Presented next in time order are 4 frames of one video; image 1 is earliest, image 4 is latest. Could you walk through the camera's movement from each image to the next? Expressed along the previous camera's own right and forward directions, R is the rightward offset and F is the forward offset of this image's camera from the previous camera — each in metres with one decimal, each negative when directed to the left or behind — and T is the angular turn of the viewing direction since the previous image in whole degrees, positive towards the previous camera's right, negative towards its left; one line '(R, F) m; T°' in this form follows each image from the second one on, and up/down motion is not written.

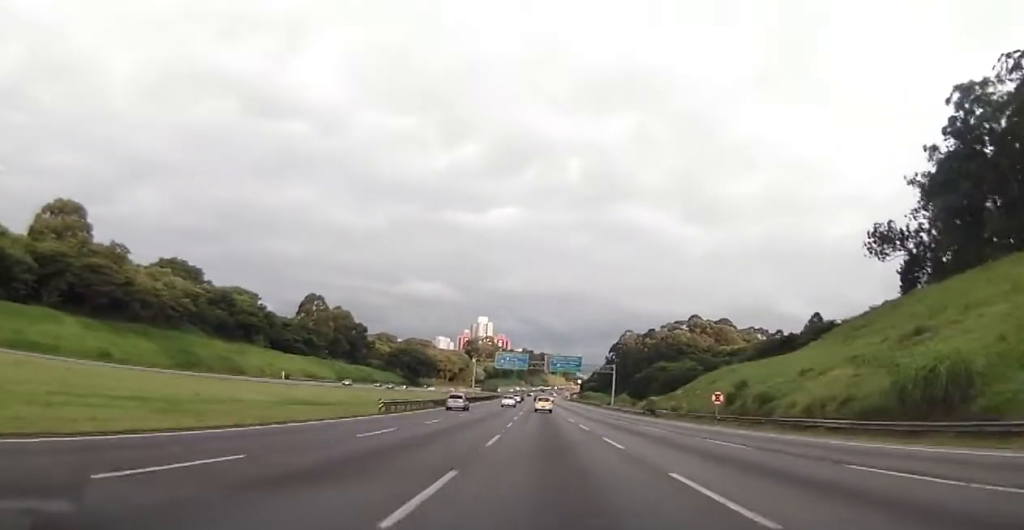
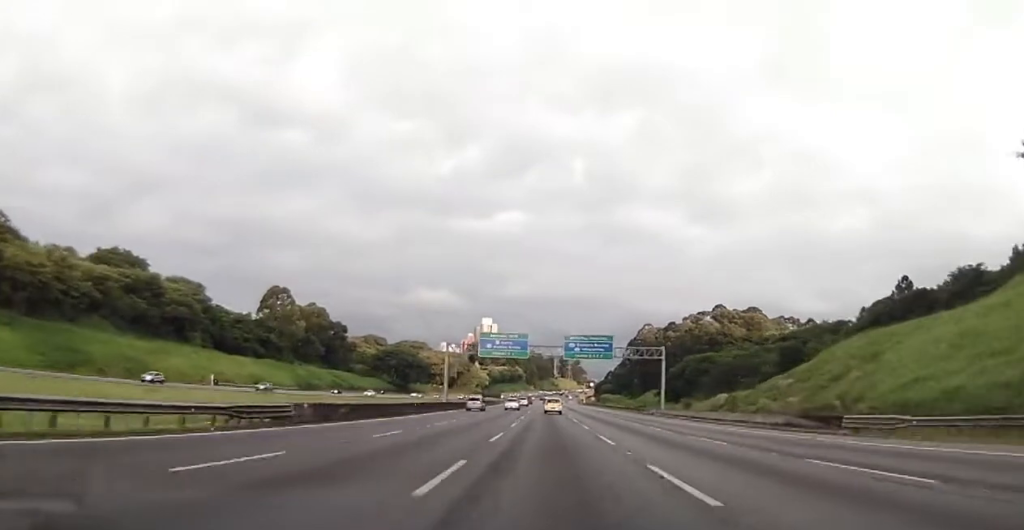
(-0.6, +47.7) m; 0°
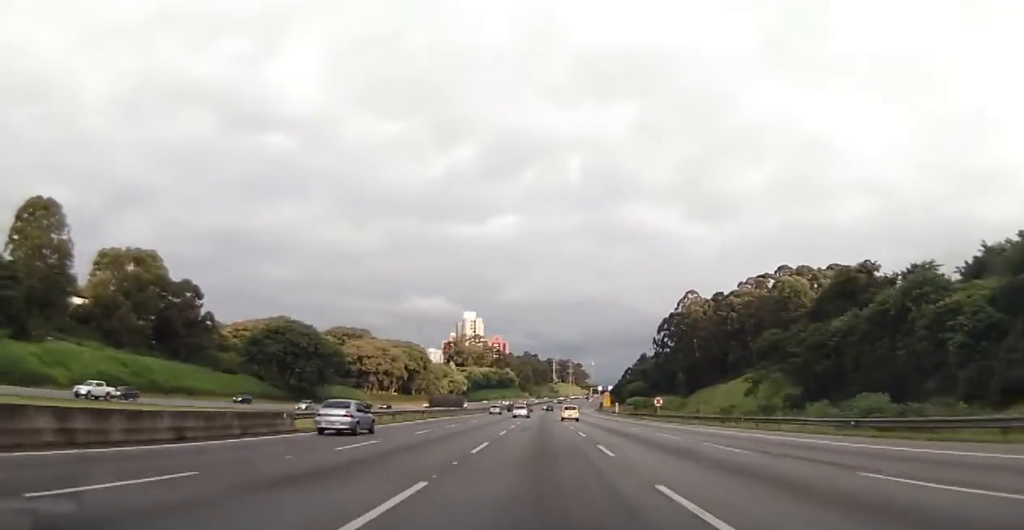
(-1.1, +124.9) m; -1°
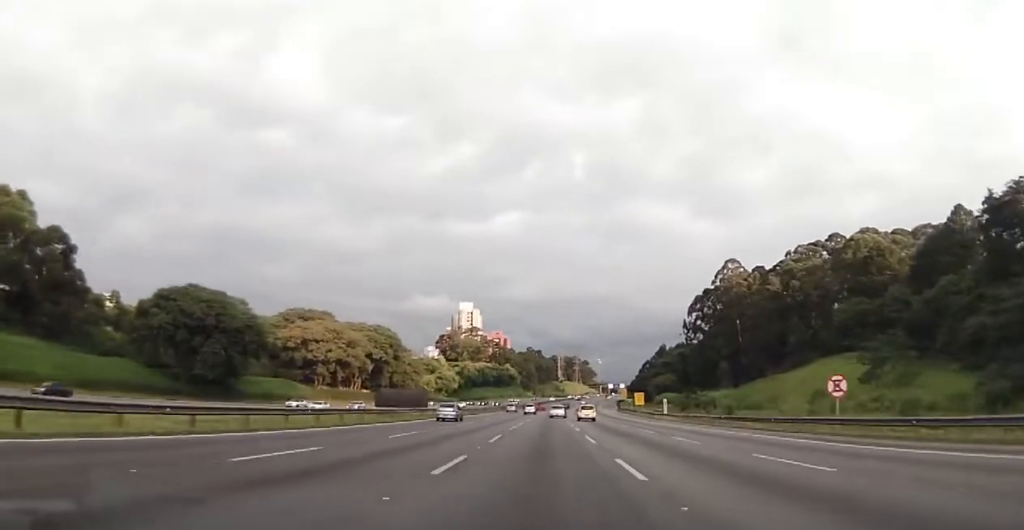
(+0.1, +53.2) m; 0°
